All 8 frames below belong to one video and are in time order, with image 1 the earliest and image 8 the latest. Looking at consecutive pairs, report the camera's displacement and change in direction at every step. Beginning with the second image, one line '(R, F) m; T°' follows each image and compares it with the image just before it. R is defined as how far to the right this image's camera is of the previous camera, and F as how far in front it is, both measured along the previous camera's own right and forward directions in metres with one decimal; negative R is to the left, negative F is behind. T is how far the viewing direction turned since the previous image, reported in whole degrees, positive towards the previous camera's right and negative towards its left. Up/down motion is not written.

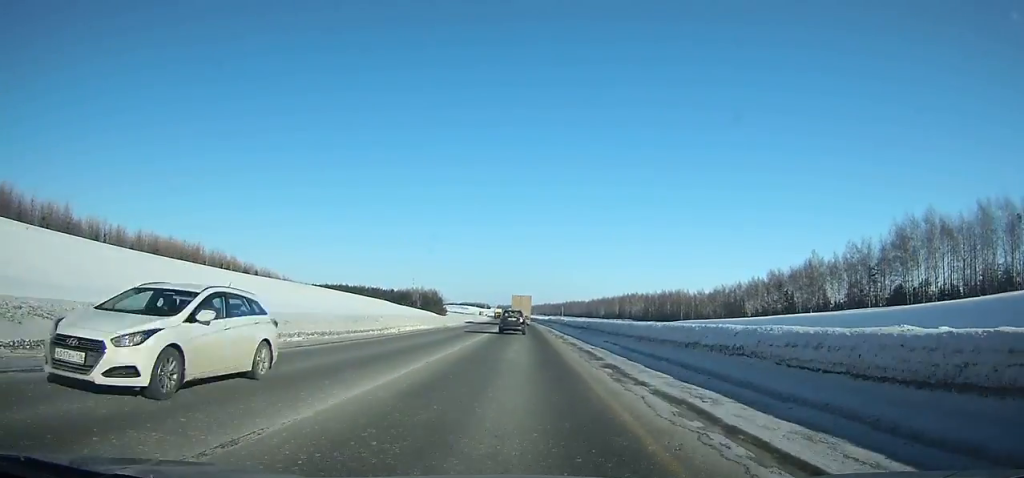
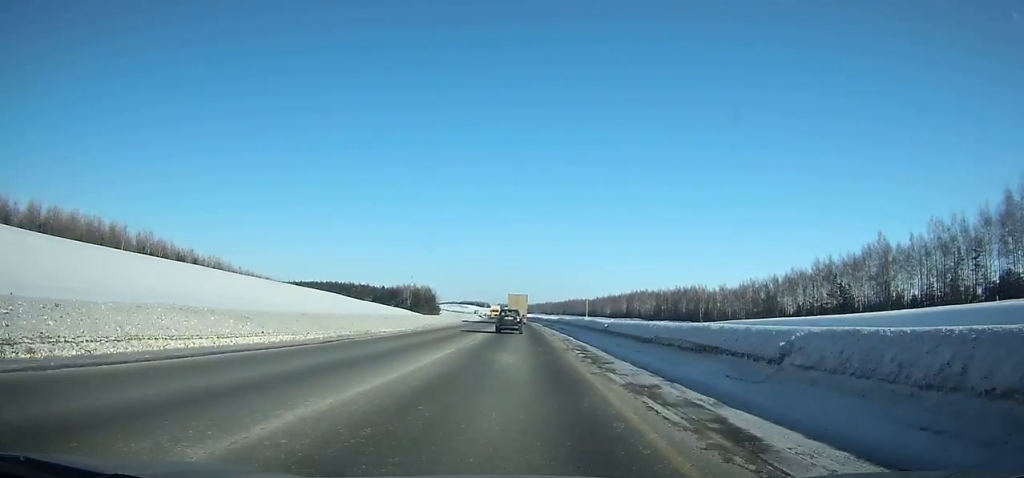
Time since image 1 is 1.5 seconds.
(-0.1, +30.6) m; 0°
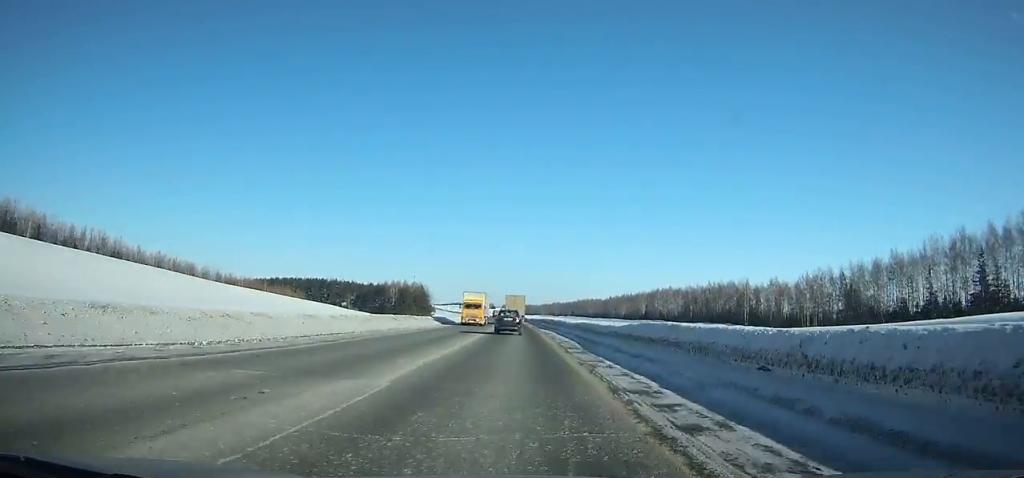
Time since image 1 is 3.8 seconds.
(0.0, +47.0) m; -1°
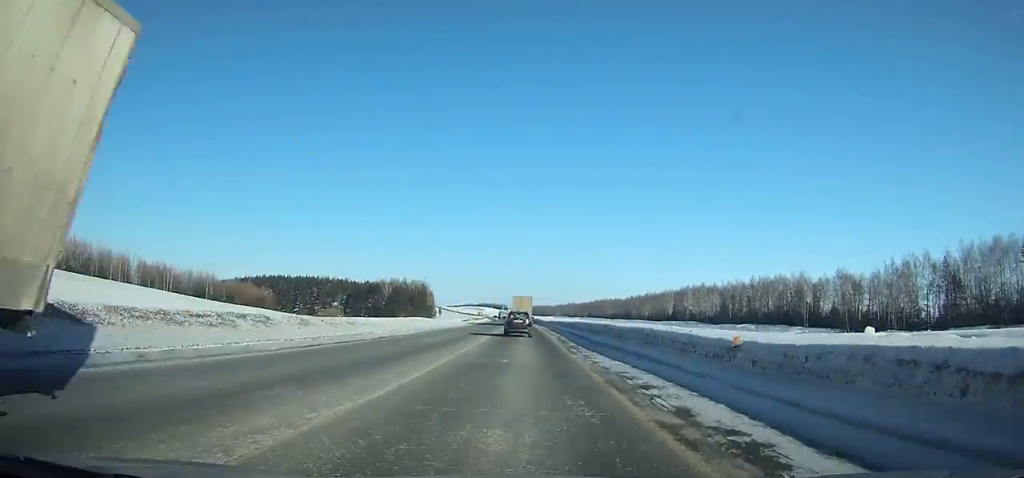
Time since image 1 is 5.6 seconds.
(-0.4, +36.9) m; -1°
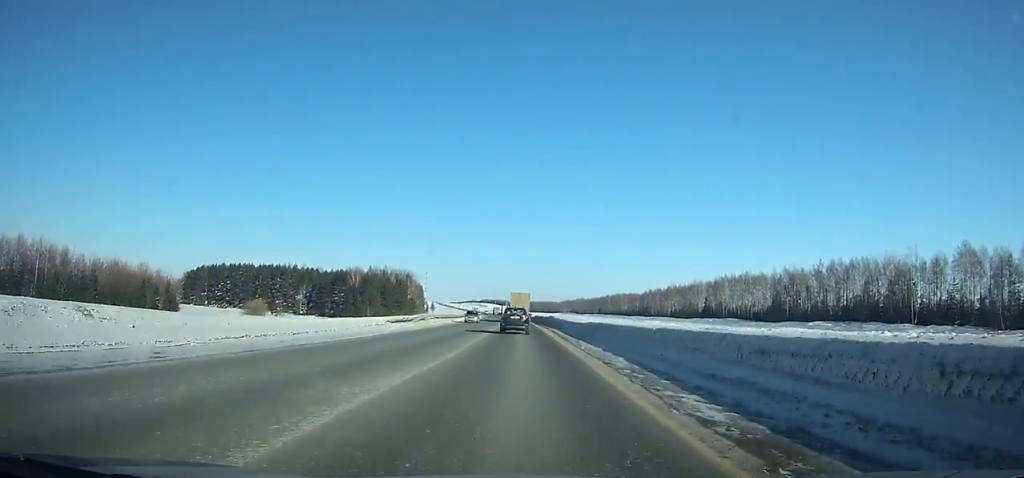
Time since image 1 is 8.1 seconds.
(-0.6, +50.9) m; -1°
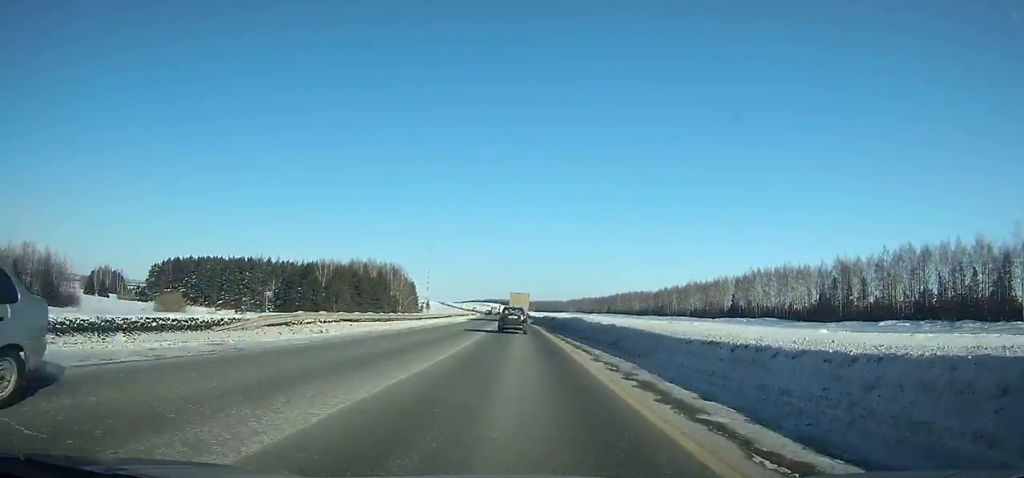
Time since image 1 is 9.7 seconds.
(-0.2, +32.5) m; -1°
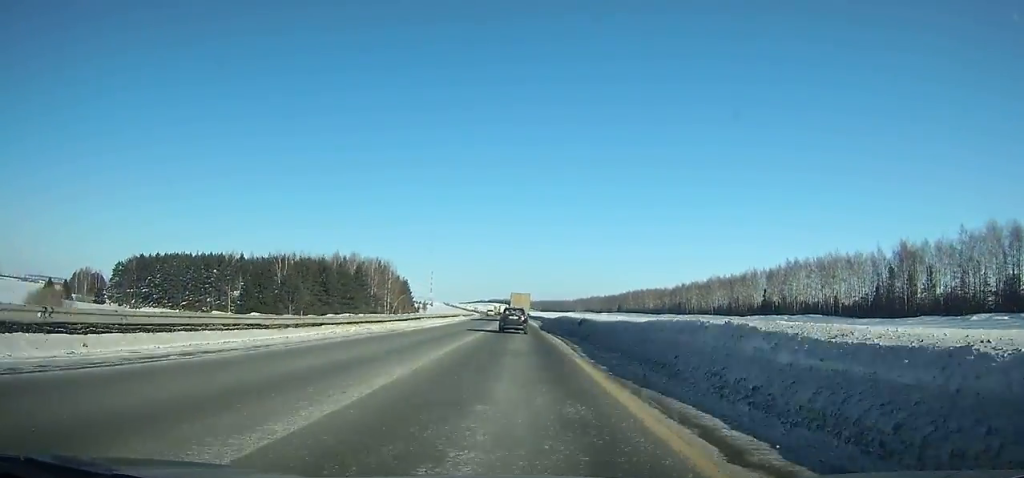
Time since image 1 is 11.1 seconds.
(0.0, +28.0) m; 0°
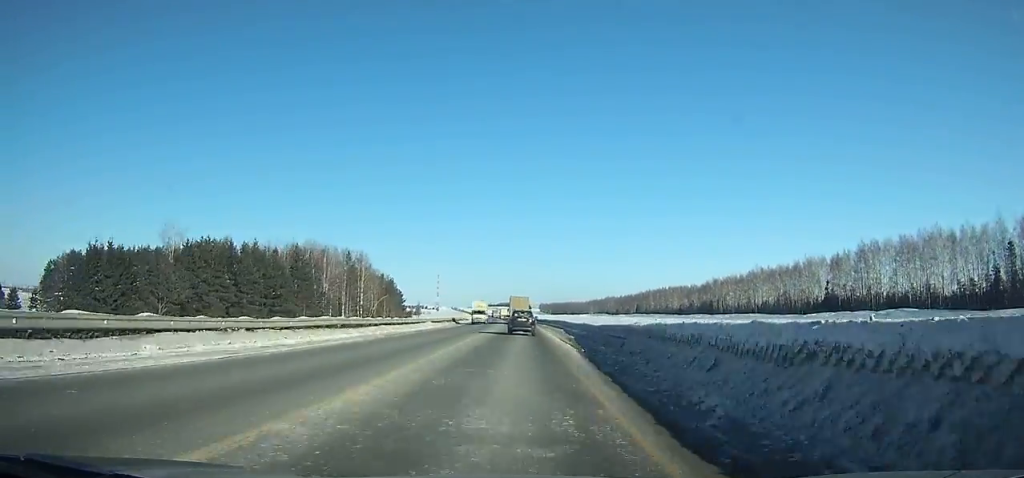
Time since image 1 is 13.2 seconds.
(0.0, +41.9) m; -1°
